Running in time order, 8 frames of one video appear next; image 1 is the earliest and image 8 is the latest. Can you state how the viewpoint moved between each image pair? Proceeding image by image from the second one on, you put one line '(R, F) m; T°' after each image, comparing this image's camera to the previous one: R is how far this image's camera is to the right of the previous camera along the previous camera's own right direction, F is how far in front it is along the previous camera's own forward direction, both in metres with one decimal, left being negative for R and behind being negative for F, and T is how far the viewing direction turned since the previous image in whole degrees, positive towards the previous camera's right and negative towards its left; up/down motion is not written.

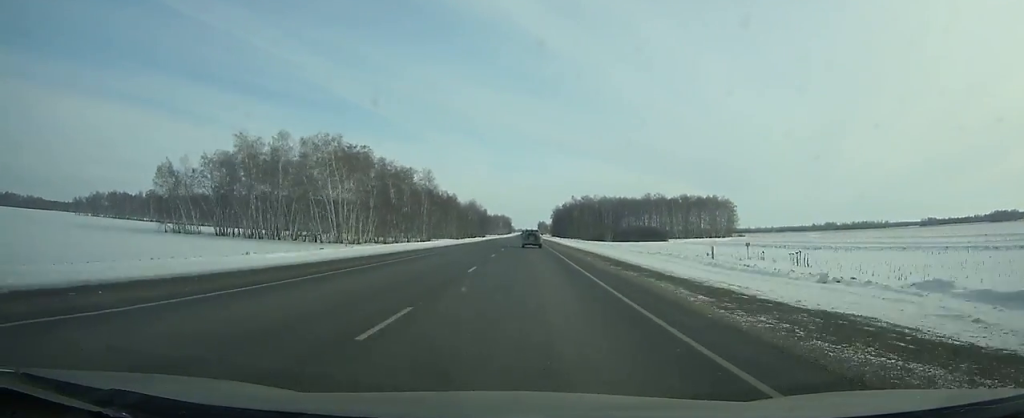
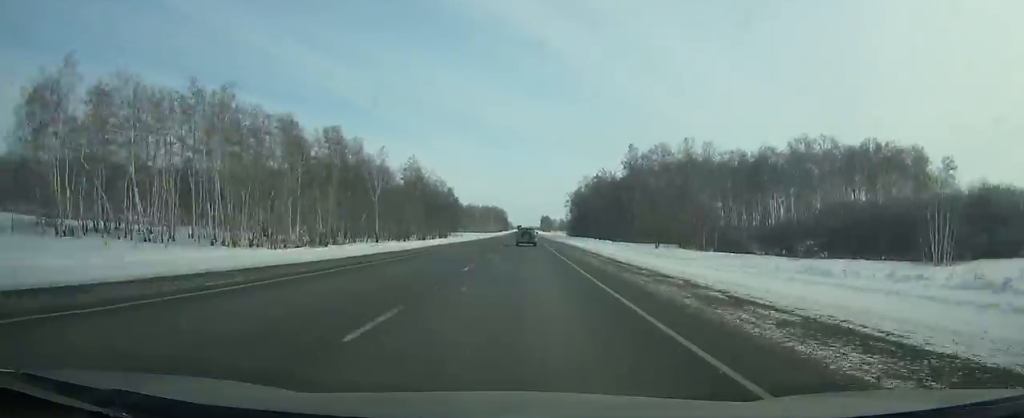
(+0.2, +155.1) m; 0°
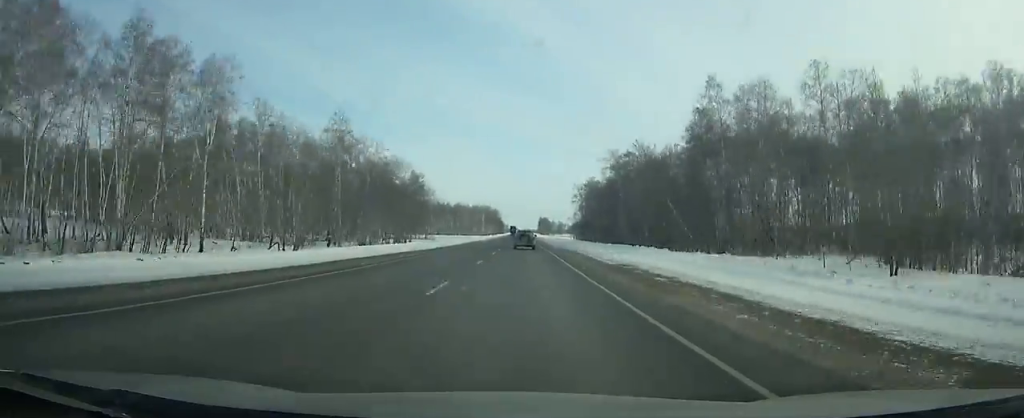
(+0.1, +56.8) m; 0°
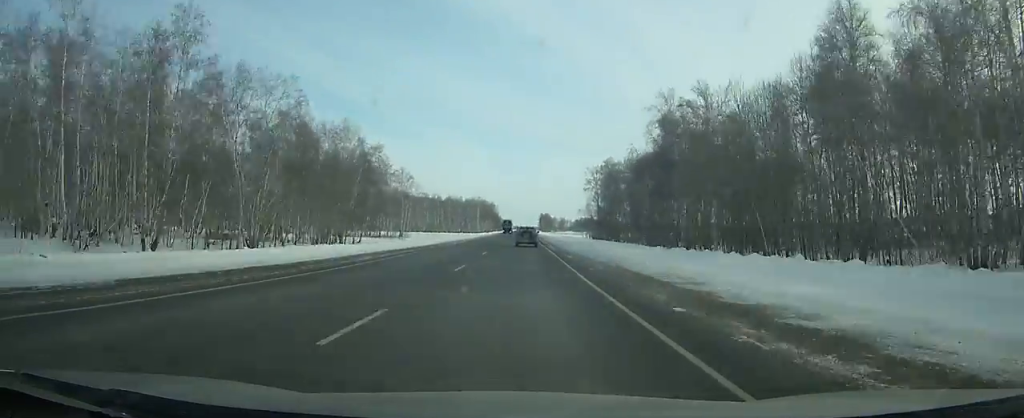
(+0.1, +42.5) m; 0°
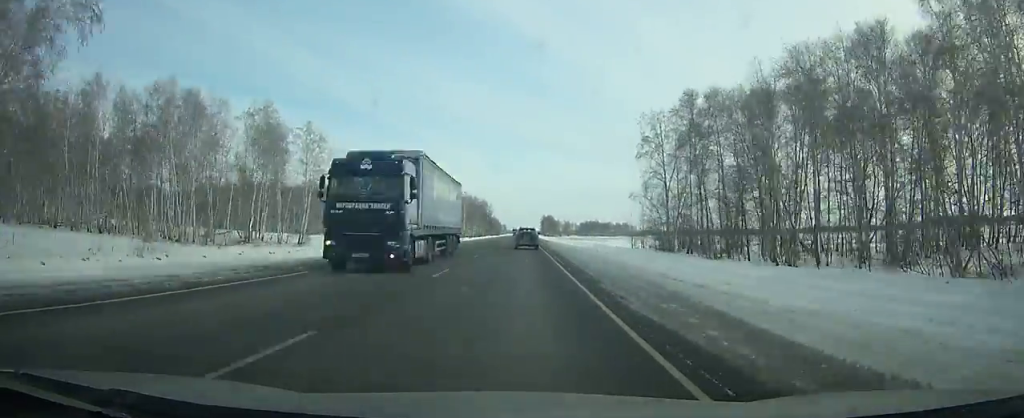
(+0.2, +75.6) m; 0°
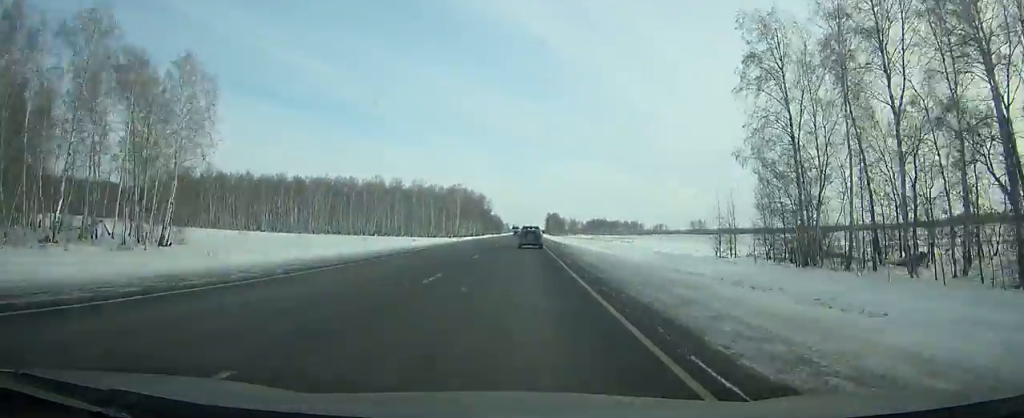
(-0.1, +37.1) m; 0°
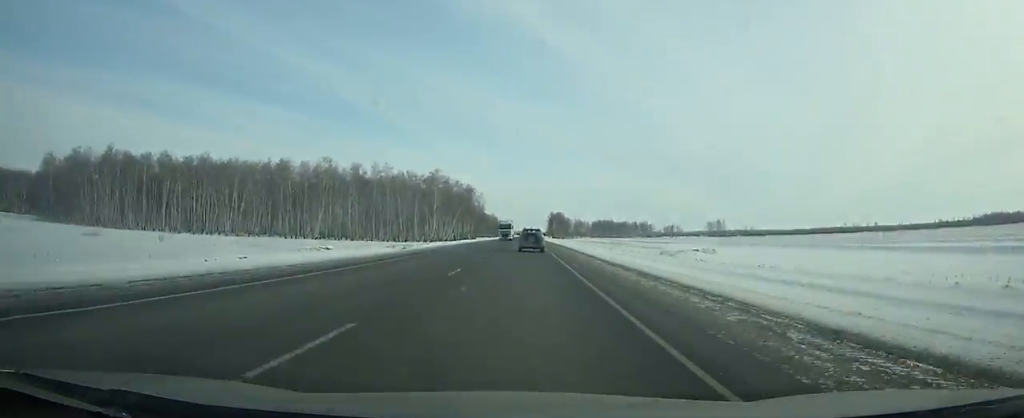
(-0.1, +55.3) m; 0°
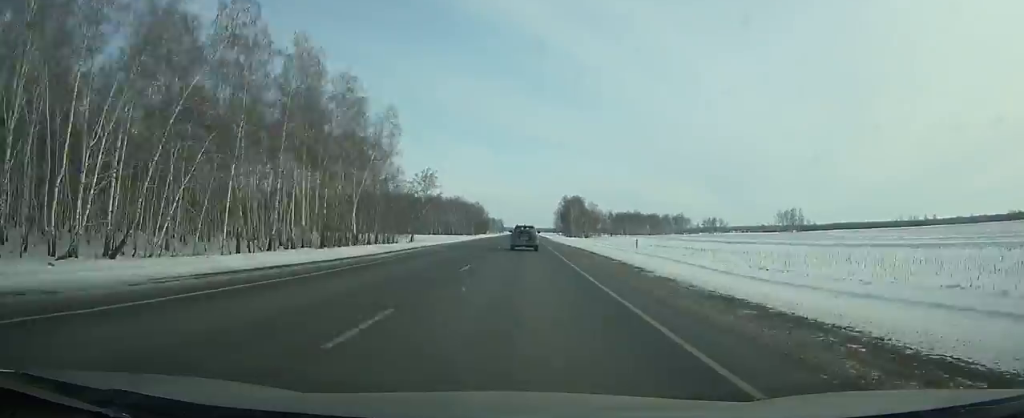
(0.0, +149.4) m; 0°
